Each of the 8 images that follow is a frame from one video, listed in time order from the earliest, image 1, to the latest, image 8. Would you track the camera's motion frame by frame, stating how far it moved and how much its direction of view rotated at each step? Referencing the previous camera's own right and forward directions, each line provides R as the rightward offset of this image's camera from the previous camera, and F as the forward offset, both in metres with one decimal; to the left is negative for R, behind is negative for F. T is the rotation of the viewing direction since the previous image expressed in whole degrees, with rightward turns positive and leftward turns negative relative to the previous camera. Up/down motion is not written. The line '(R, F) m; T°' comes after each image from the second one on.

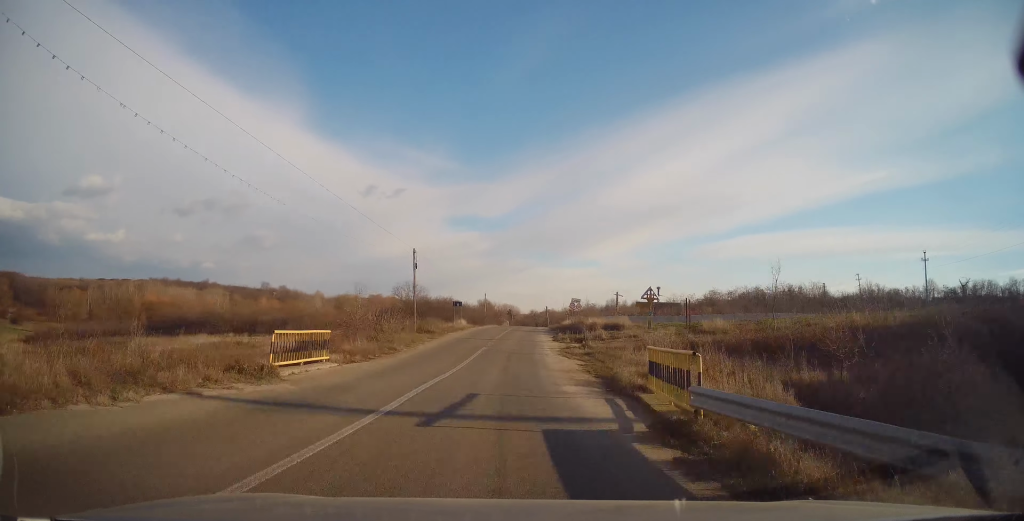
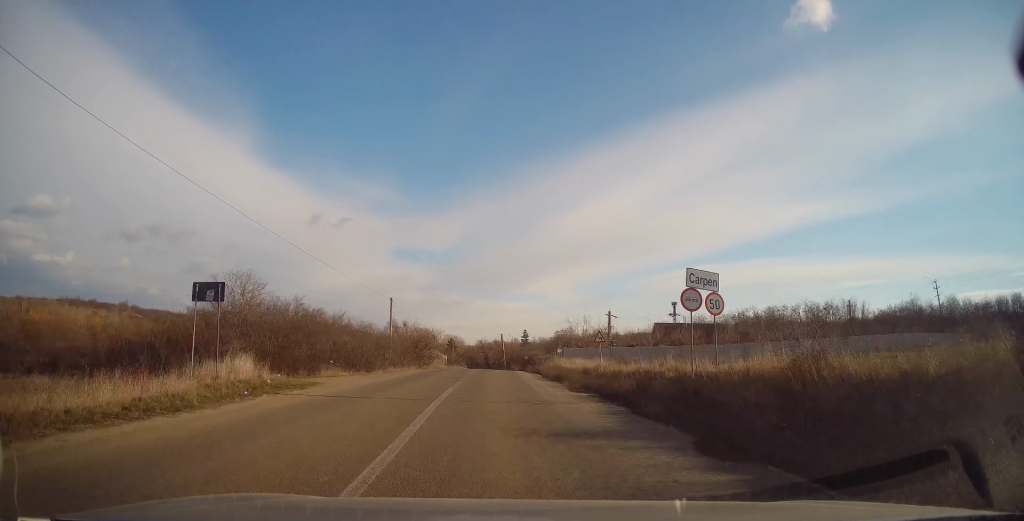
(+2.5, +44.6) m; +5°
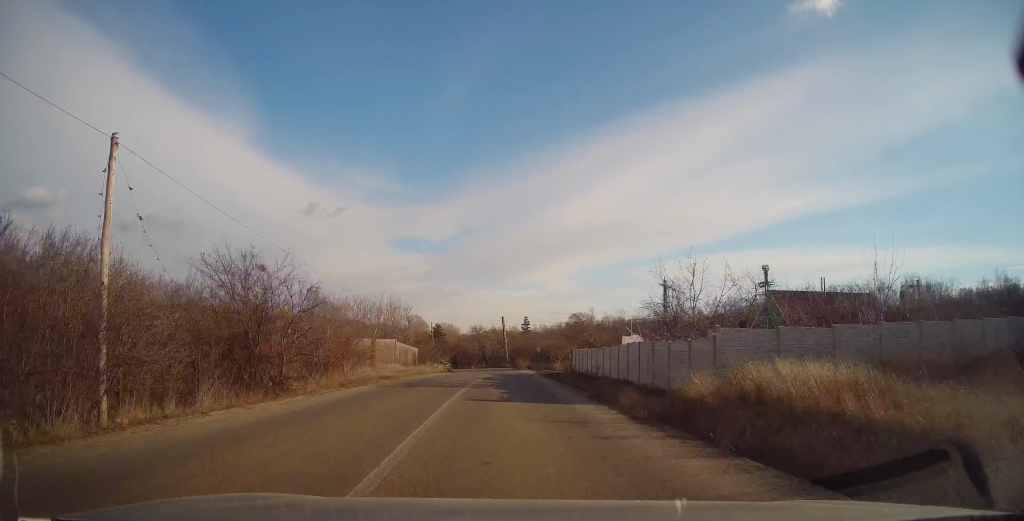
(+0.6, +31.2) m; +1°
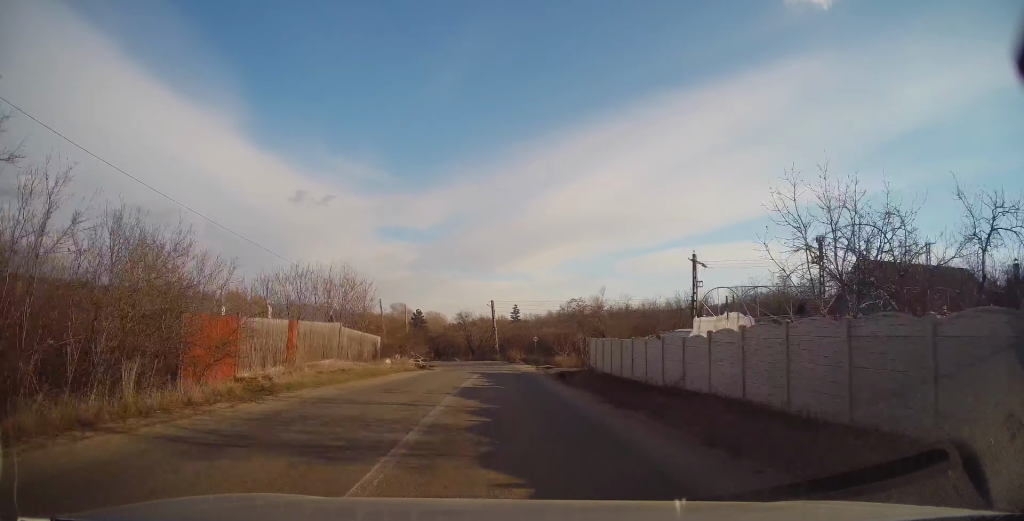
(-0.3, +12.1) m; +1°
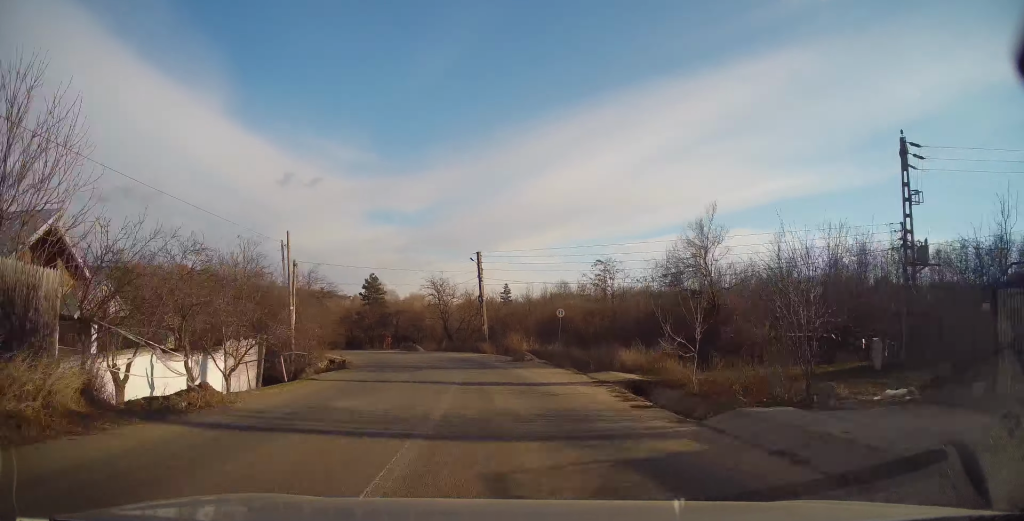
(+0.5, +28.3) m; 0°
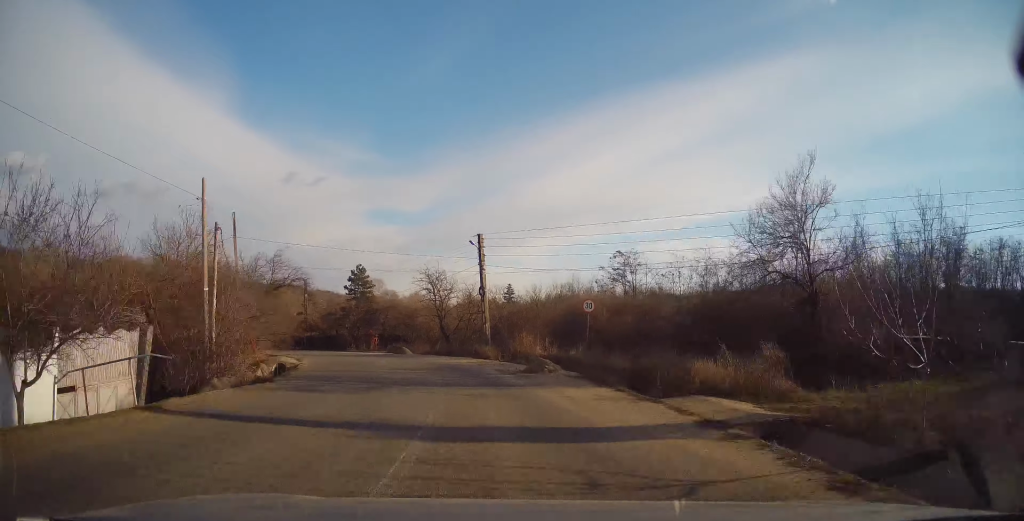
(-0.1, +7.8) m; -1°
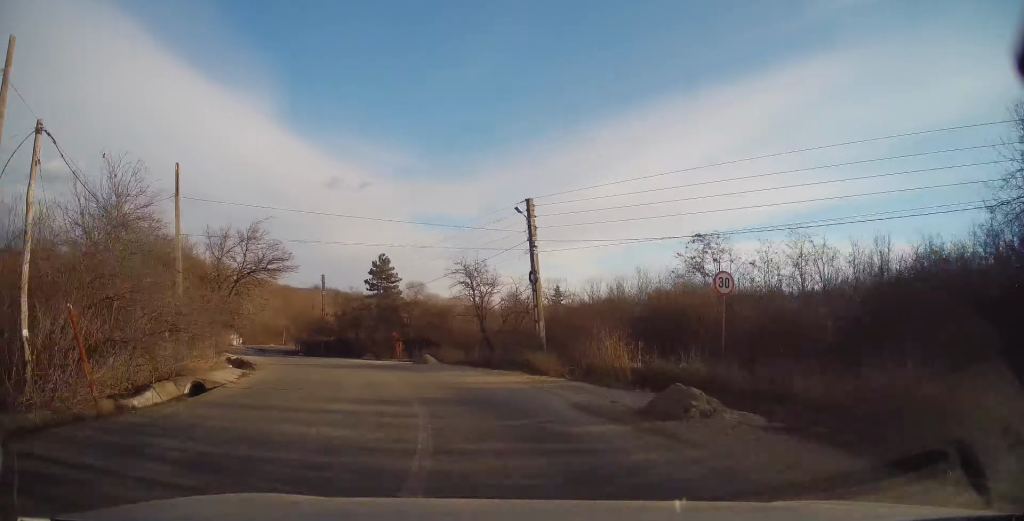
(+0.2, +10.8) m; -5°
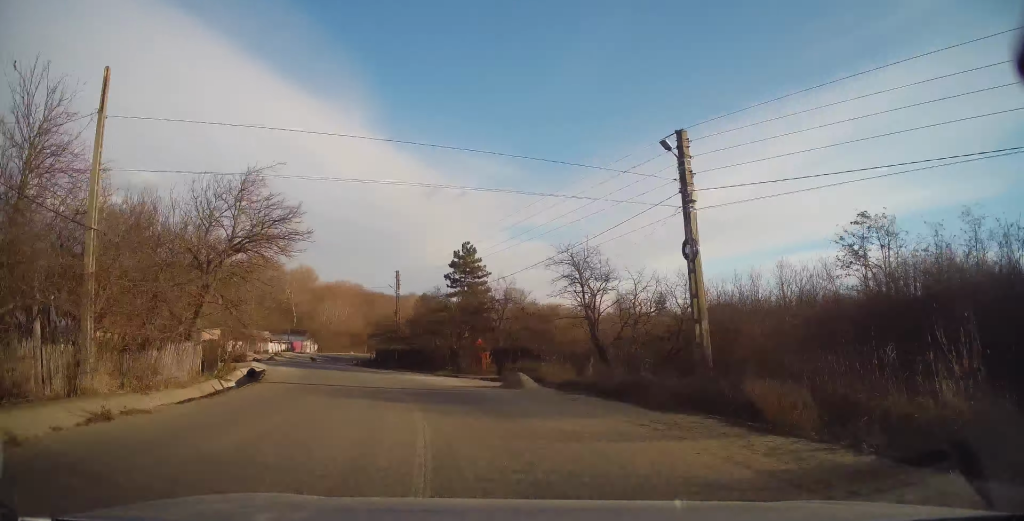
(-0.5, +10.4) m; -7°
